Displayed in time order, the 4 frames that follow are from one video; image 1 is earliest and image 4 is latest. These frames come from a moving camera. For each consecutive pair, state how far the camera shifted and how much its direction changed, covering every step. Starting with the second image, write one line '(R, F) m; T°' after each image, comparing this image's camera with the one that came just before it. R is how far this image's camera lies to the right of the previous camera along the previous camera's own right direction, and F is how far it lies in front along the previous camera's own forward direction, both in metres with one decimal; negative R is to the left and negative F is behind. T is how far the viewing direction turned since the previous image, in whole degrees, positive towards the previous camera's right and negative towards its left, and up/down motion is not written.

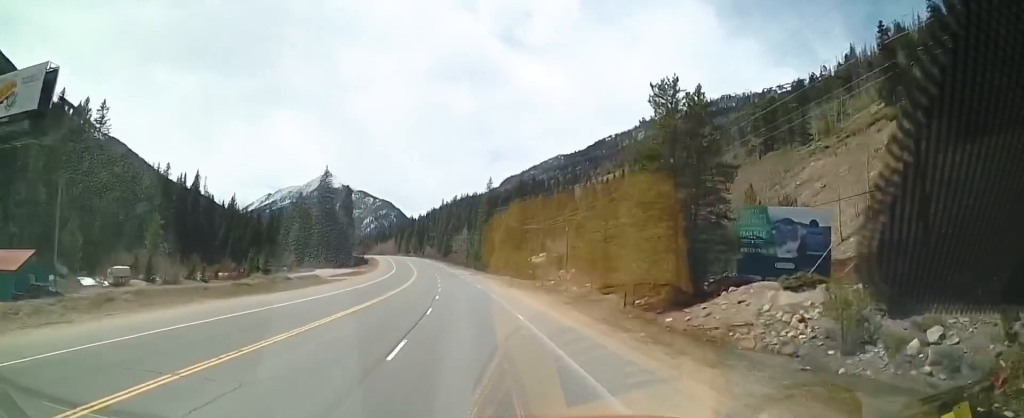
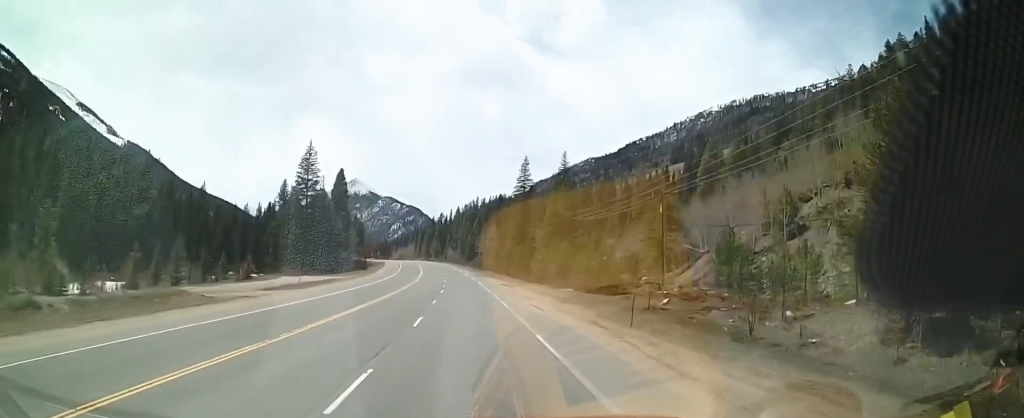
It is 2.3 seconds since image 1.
(-1.3, +39.9) m; -3°
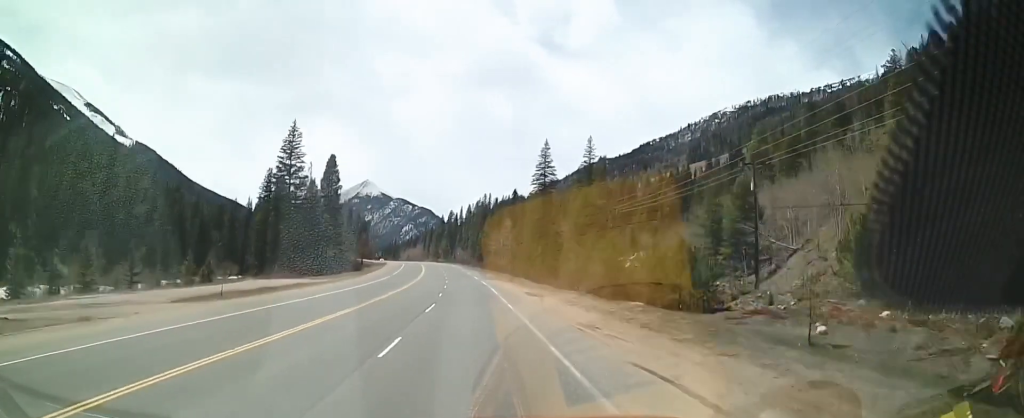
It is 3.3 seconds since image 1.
(-0.3, +18.6) m; -2°
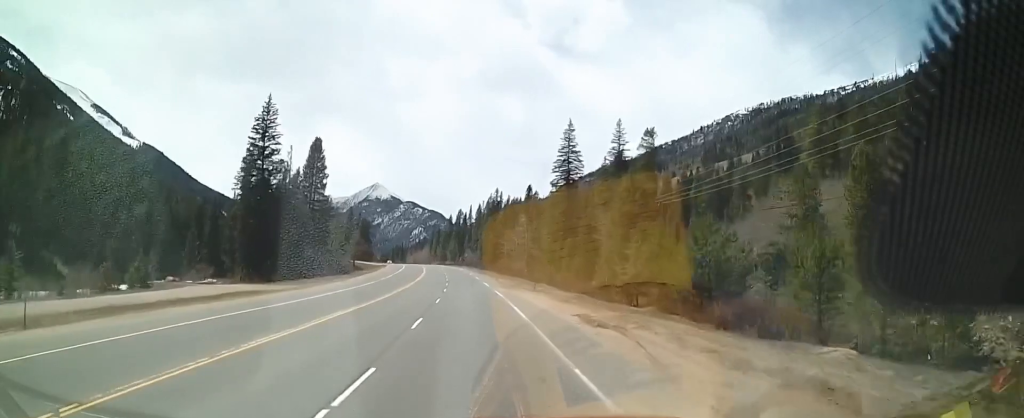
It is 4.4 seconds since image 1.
(-0.4, +18.0) m; 0°
